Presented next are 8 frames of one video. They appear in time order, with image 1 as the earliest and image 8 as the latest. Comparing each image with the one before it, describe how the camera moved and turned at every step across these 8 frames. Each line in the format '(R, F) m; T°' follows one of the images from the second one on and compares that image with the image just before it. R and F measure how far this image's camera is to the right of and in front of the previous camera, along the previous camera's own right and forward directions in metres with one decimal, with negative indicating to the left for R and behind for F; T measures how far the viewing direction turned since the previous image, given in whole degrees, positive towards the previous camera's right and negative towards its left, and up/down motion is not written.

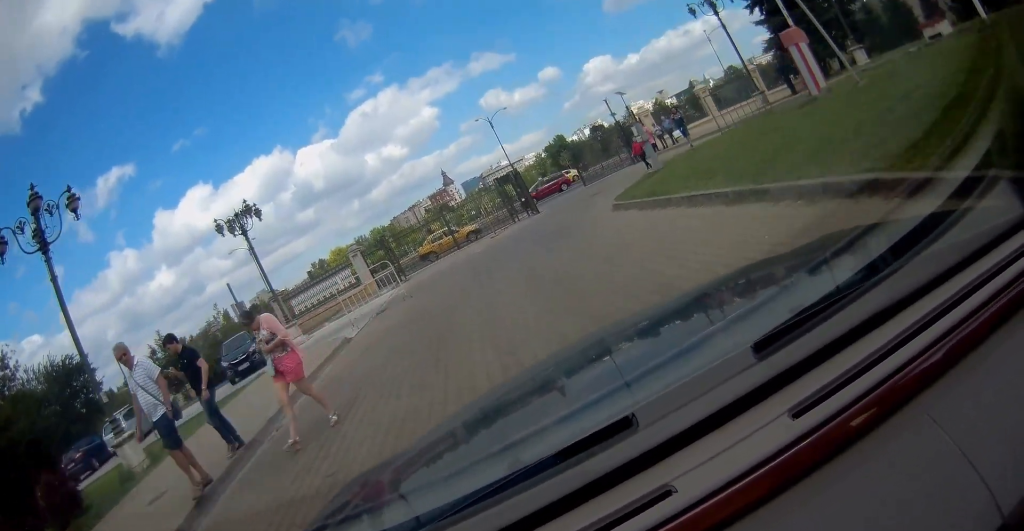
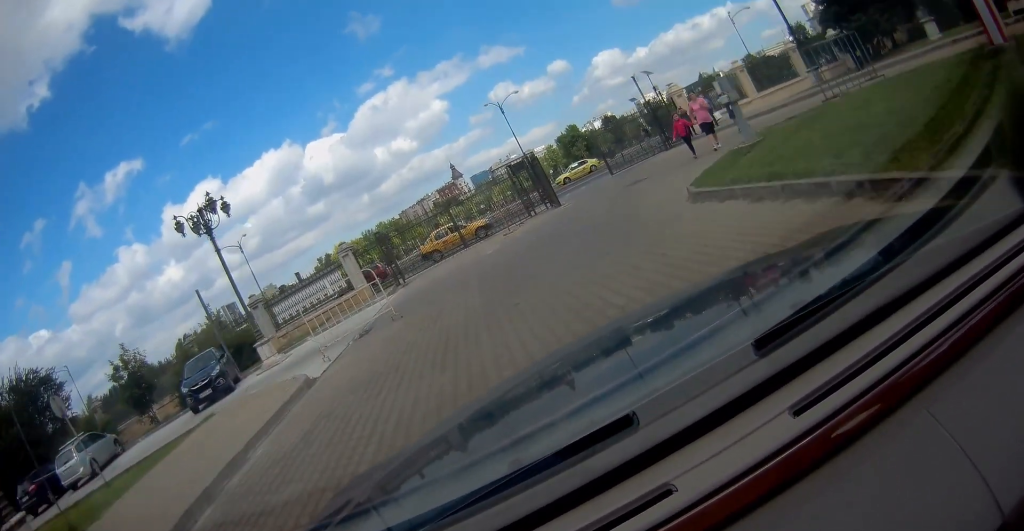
(-0.1, +4.7) m; 0°
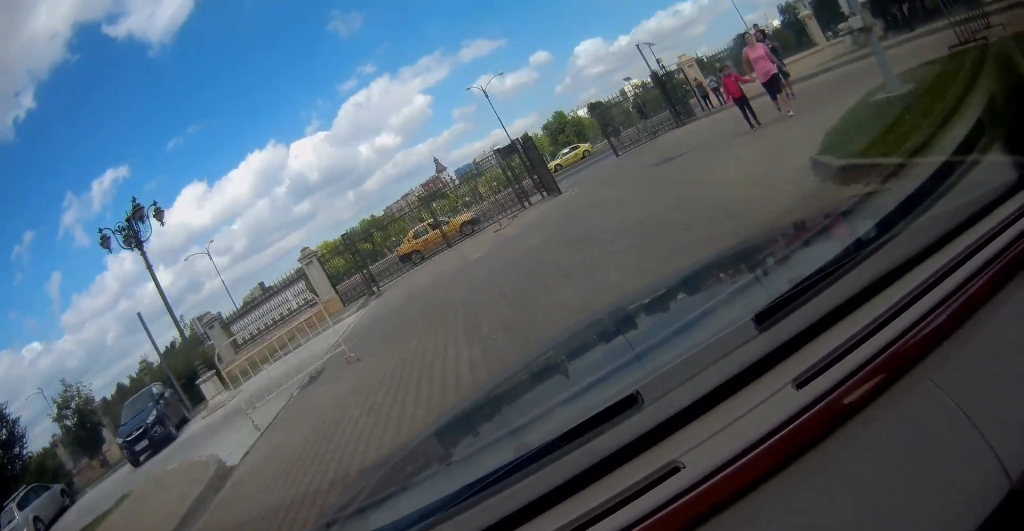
(0.0, +4.3) m; +2°
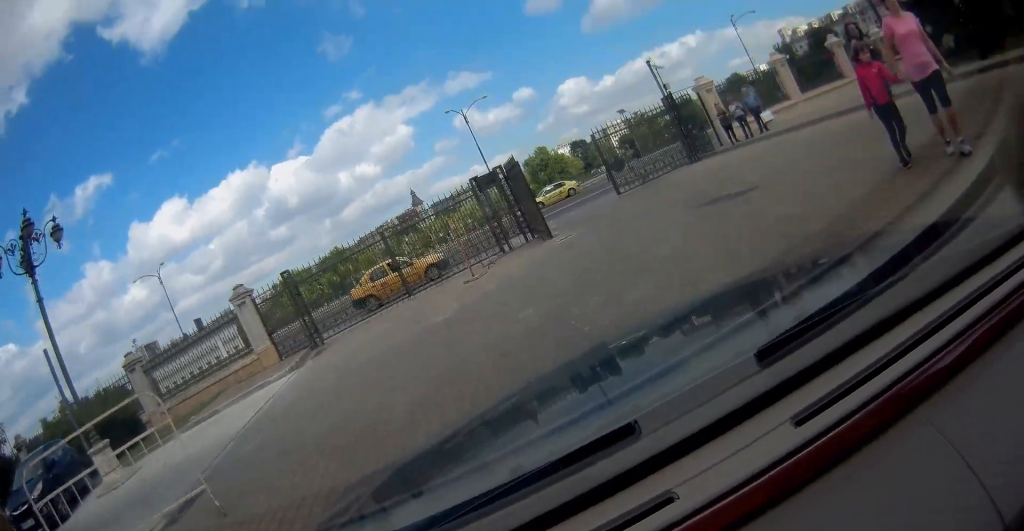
(0.0, +4.3) m; +5°
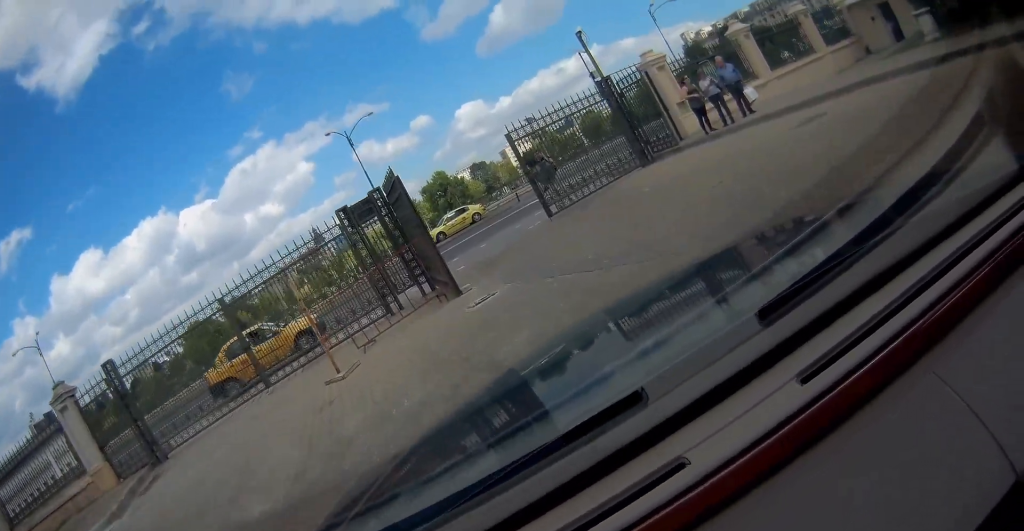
(+0.6, +5.7) m; +8°
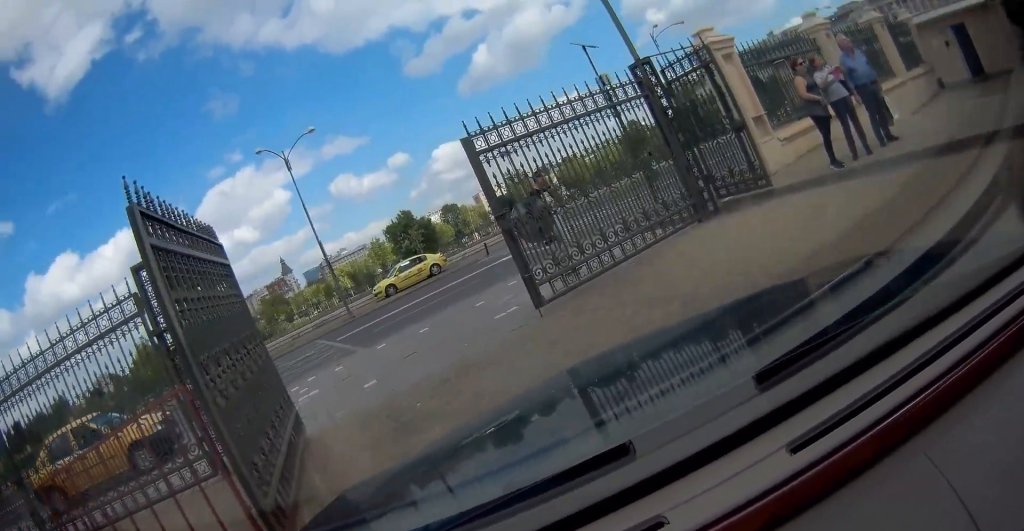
(-0.1, +6.7) m; -1°
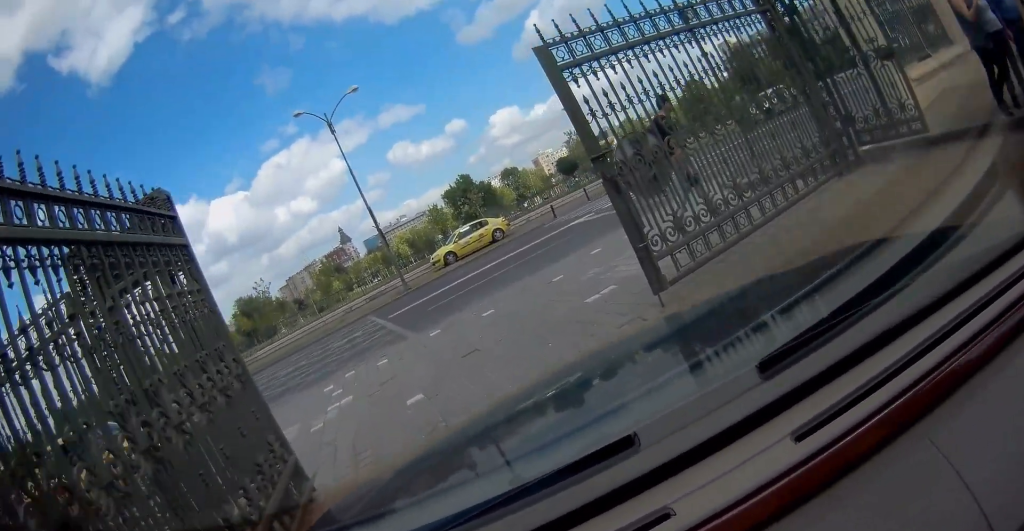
(0.0, +2.2) m; -2°
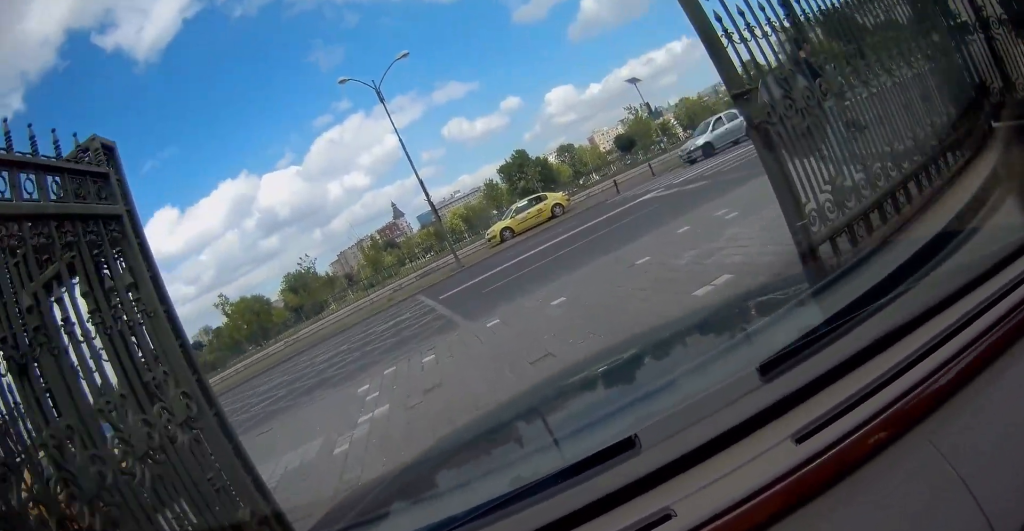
(+0.1, +1.6) m; -3°
